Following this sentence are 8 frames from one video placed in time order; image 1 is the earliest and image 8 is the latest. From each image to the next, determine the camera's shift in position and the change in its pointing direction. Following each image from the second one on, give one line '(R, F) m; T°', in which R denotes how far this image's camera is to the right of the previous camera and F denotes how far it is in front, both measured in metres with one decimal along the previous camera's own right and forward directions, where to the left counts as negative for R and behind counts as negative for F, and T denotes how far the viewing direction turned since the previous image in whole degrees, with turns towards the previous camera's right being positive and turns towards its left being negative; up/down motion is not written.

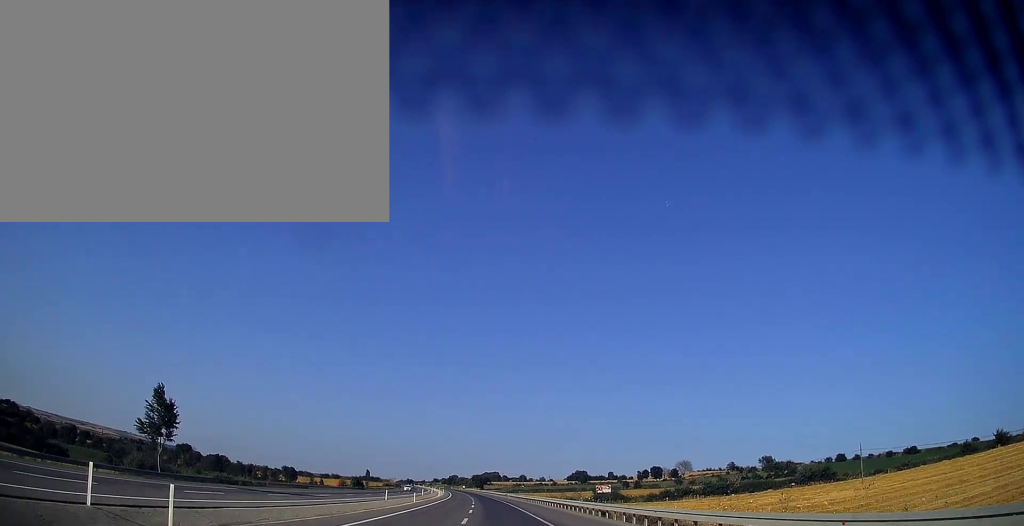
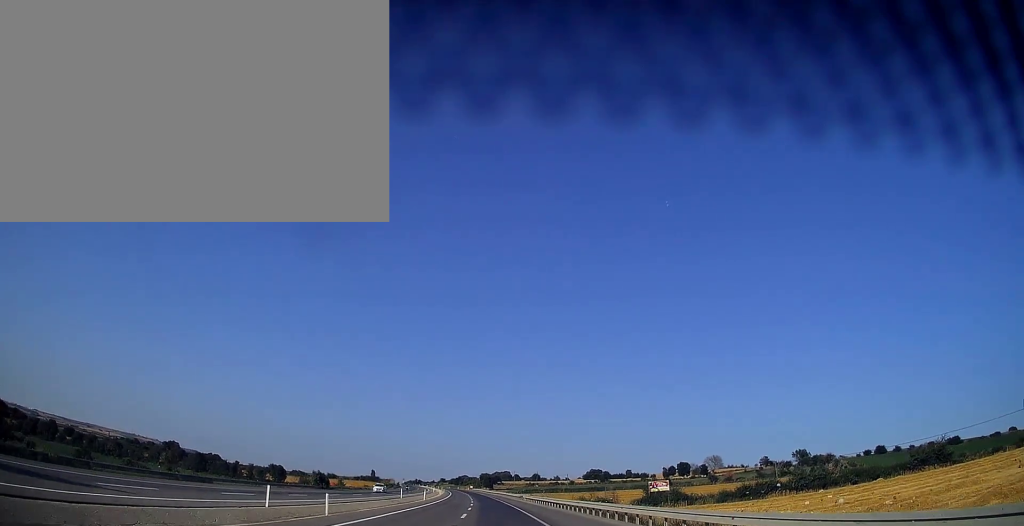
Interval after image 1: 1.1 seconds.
(-0.4, +31.3) m; -1°
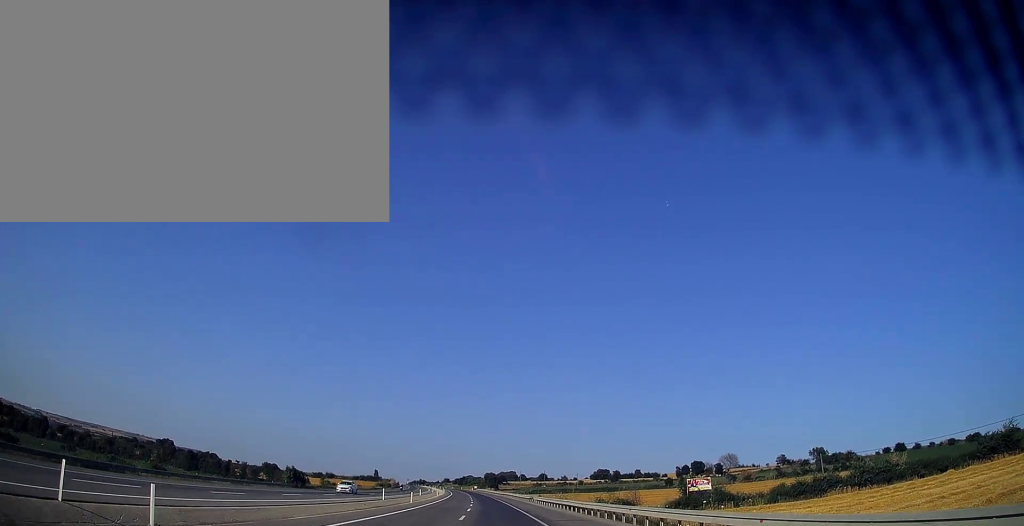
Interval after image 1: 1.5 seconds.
(-0.1, +13.7) m; 0°
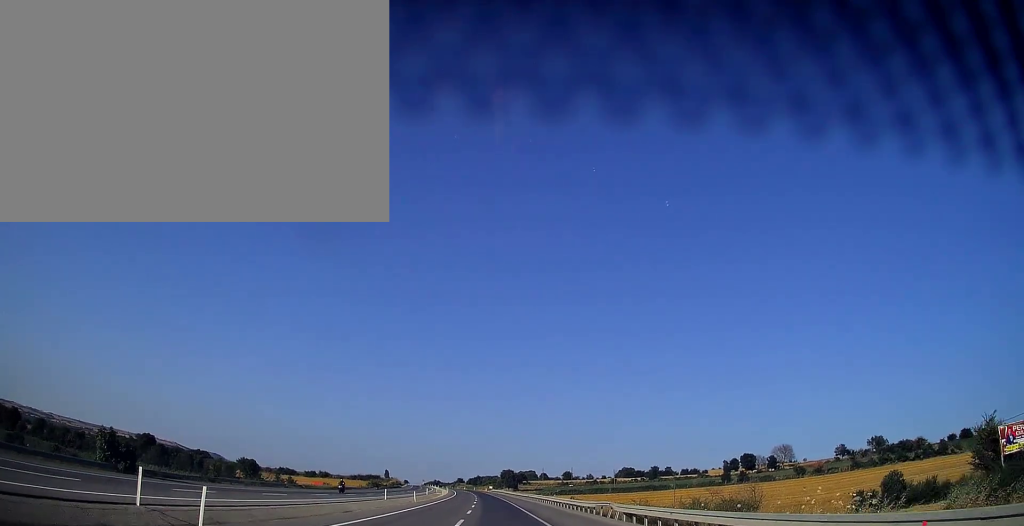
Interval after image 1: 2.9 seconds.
(-0.4, +41.1) m; -1°
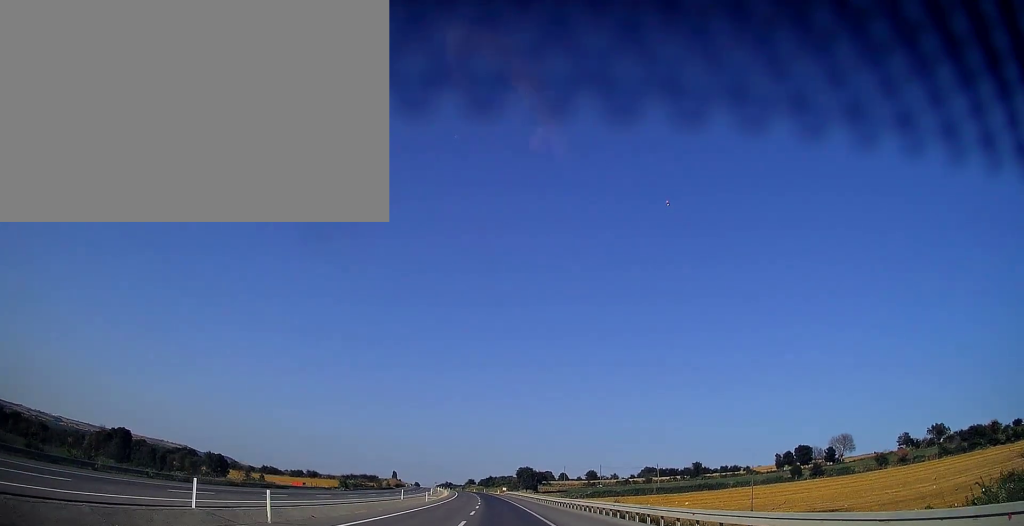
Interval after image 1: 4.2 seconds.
(-0.6, +37.1) m; -2°
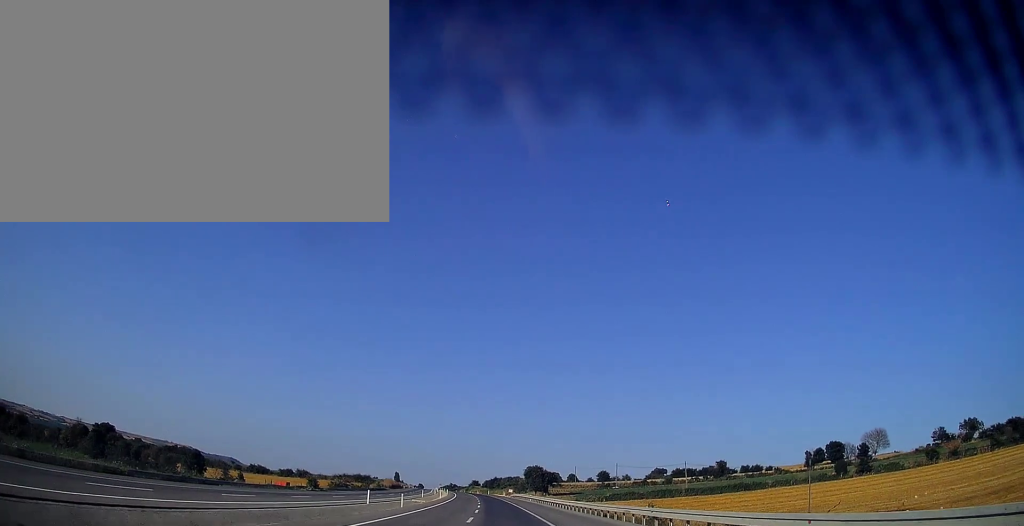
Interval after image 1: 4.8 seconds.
(-0.2, +18.6) m; -1°
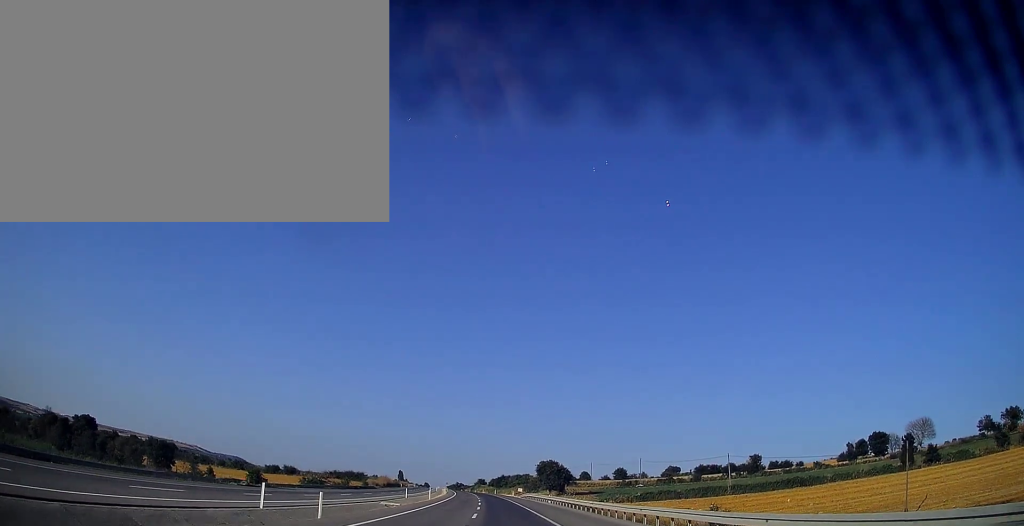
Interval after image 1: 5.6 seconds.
(+0.1, +21.6) m; 0°
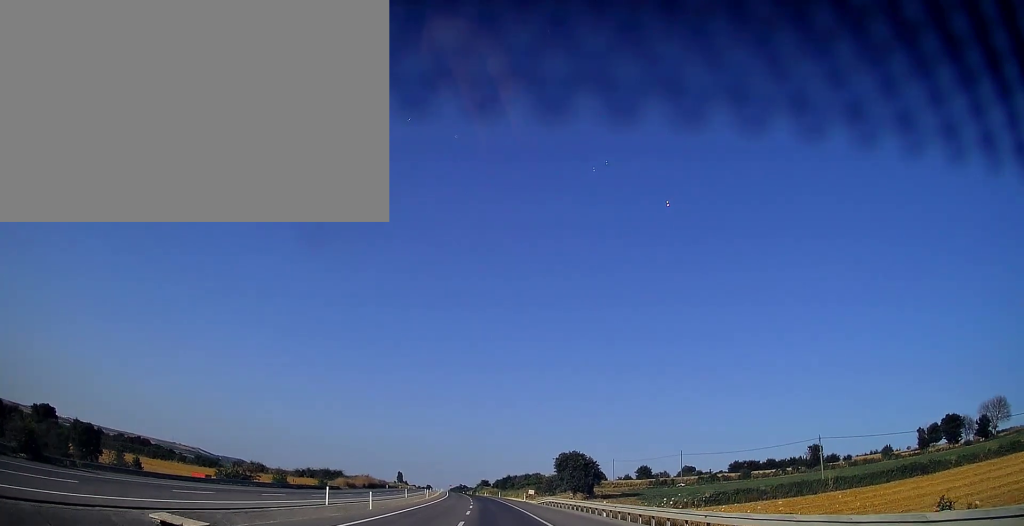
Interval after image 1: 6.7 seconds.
(-0.2, +32.5) m; -1°
